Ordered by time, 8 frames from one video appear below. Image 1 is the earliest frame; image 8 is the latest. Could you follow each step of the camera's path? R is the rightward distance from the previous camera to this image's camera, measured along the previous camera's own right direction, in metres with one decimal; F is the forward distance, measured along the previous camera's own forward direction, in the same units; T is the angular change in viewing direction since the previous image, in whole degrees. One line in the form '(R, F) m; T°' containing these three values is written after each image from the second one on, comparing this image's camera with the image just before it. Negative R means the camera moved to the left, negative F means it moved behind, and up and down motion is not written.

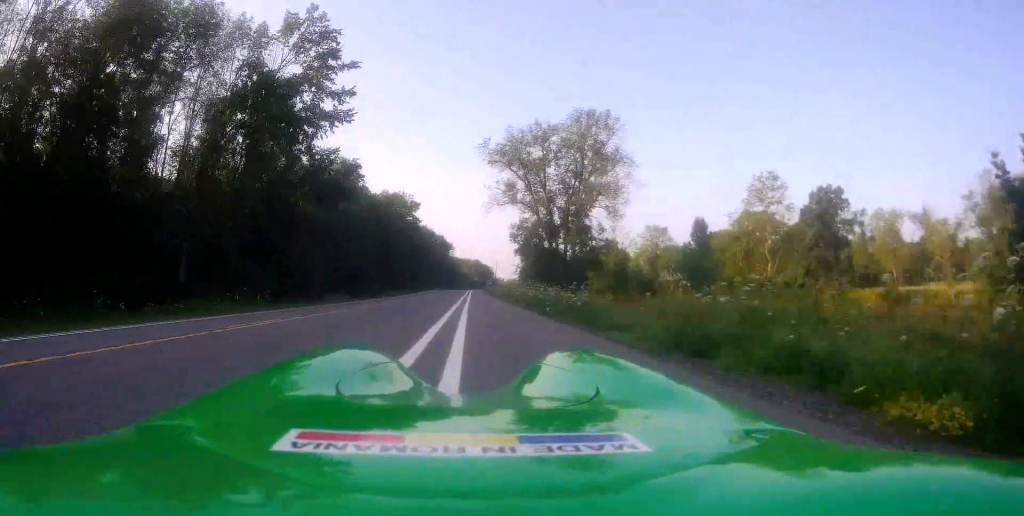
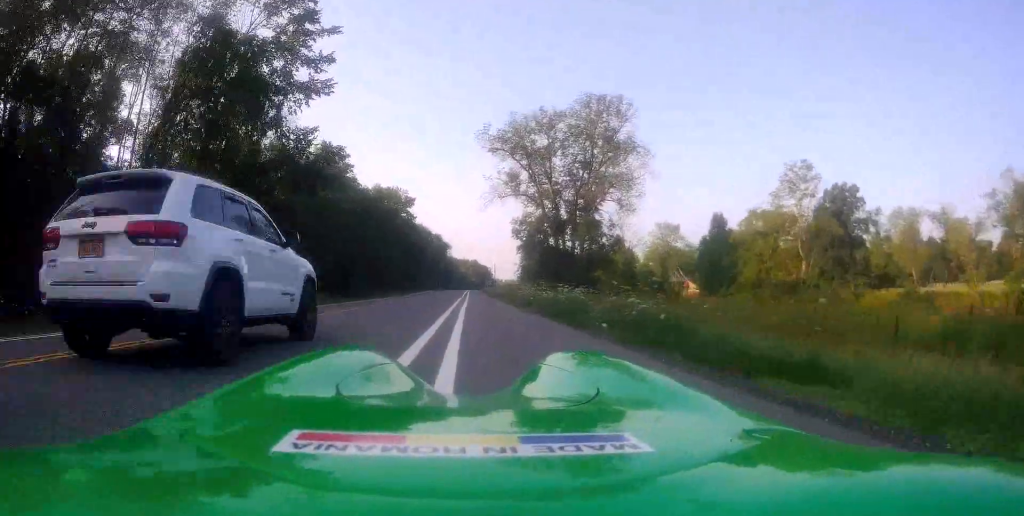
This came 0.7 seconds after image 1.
(-0.2, +6.0) m; 0°
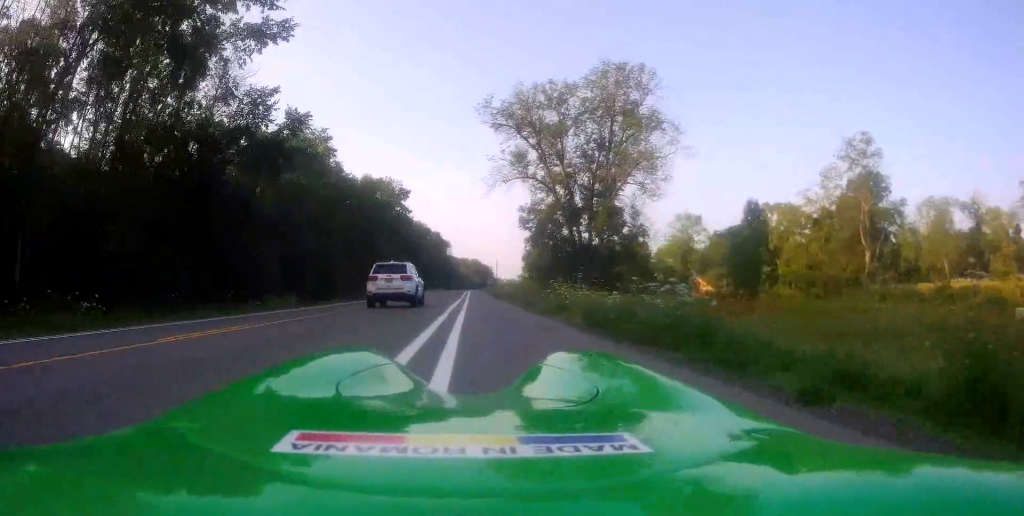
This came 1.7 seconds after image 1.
(+0.1, +8.5) m; 0°
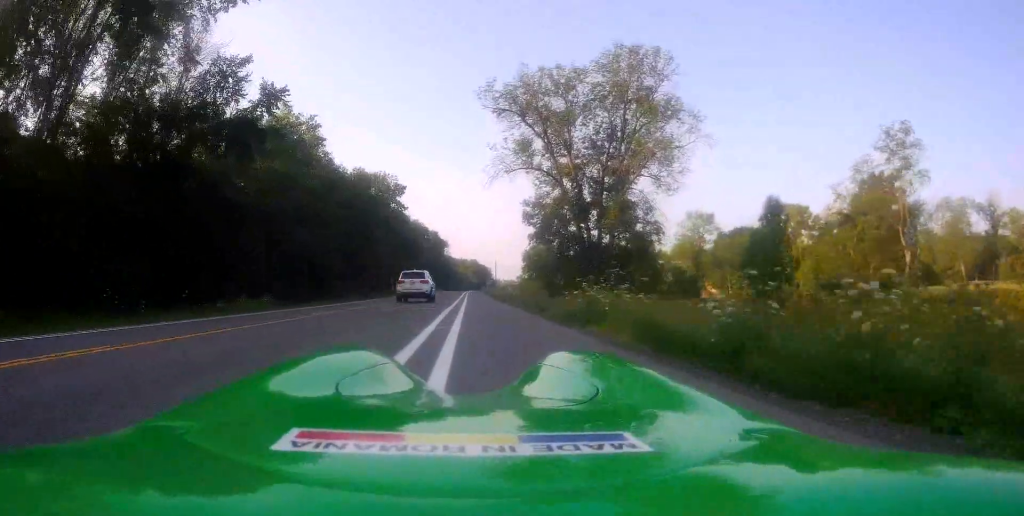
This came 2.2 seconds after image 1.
(+0.1, +4.6) m; 0°
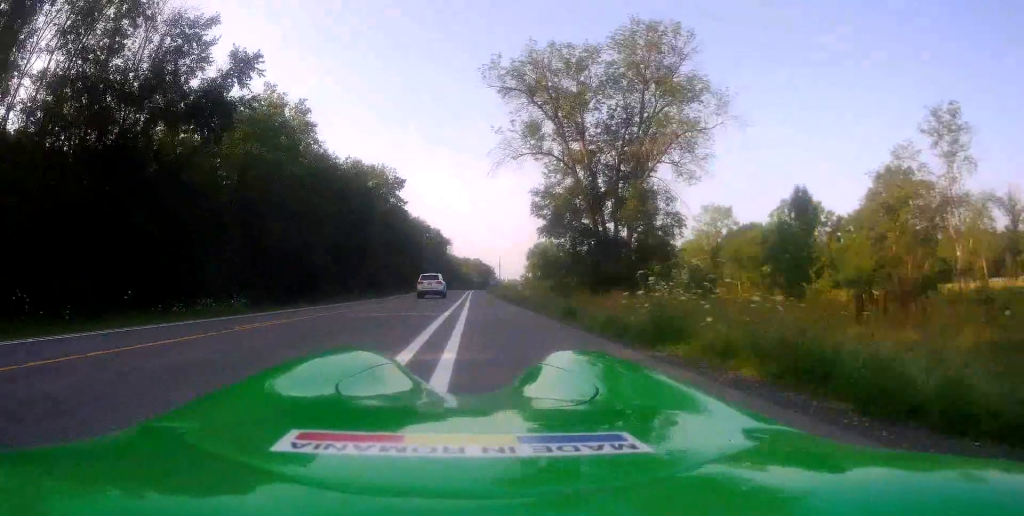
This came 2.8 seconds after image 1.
(-0.2, +4.6) m; -1°
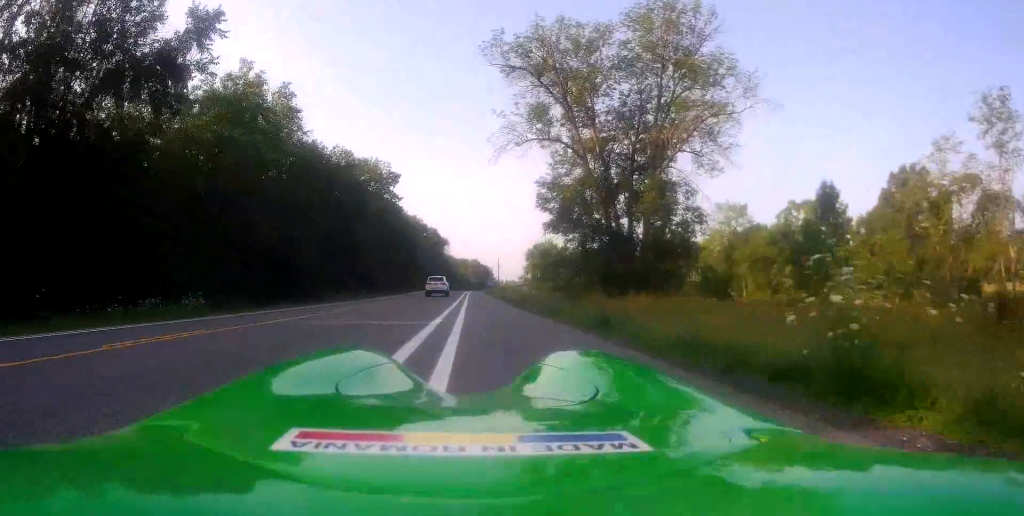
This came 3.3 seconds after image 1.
(-0.1, +4.6) m; -1°
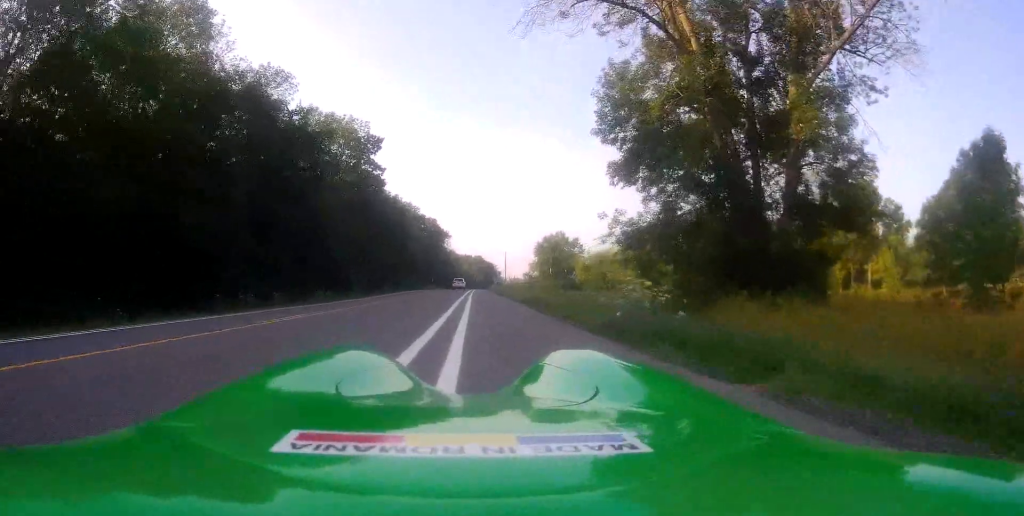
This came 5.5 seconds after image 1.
(-0.1, +17.7) m; +1°
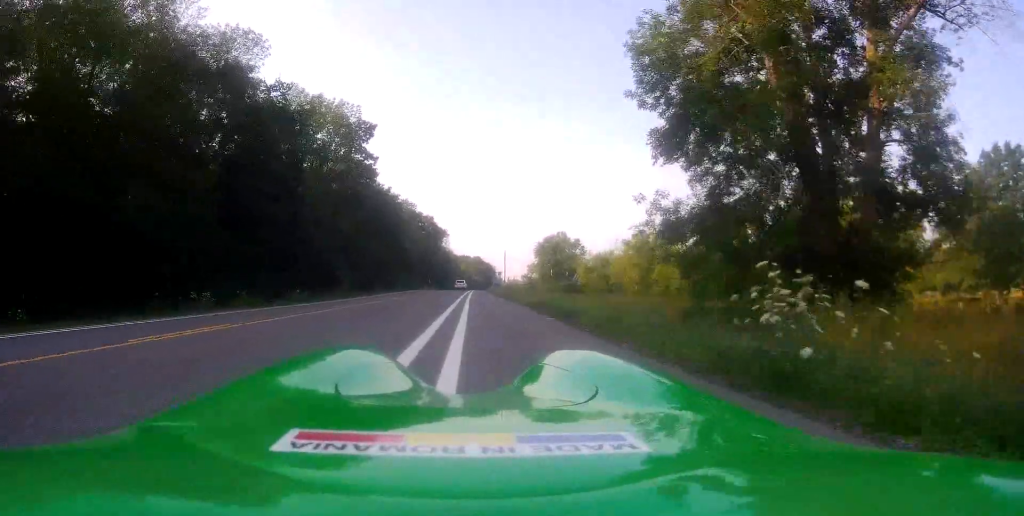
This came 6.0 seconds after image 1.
(-0.1, +4.8) m; +2°
